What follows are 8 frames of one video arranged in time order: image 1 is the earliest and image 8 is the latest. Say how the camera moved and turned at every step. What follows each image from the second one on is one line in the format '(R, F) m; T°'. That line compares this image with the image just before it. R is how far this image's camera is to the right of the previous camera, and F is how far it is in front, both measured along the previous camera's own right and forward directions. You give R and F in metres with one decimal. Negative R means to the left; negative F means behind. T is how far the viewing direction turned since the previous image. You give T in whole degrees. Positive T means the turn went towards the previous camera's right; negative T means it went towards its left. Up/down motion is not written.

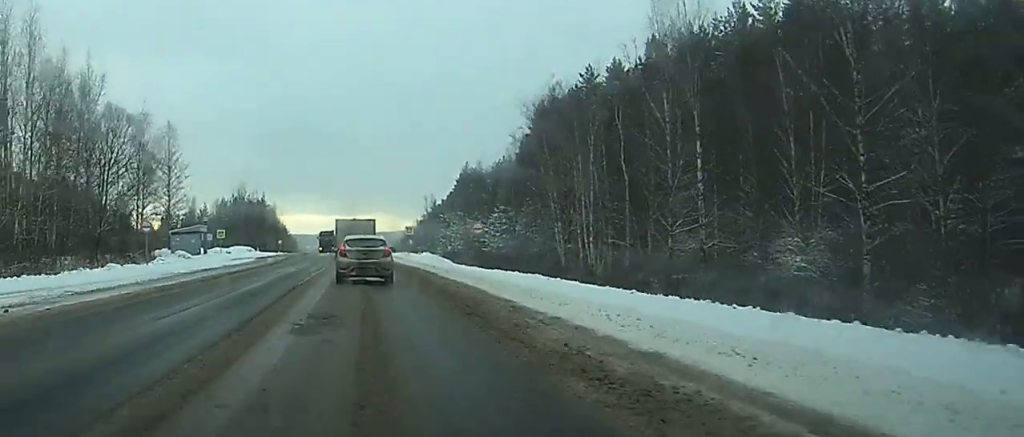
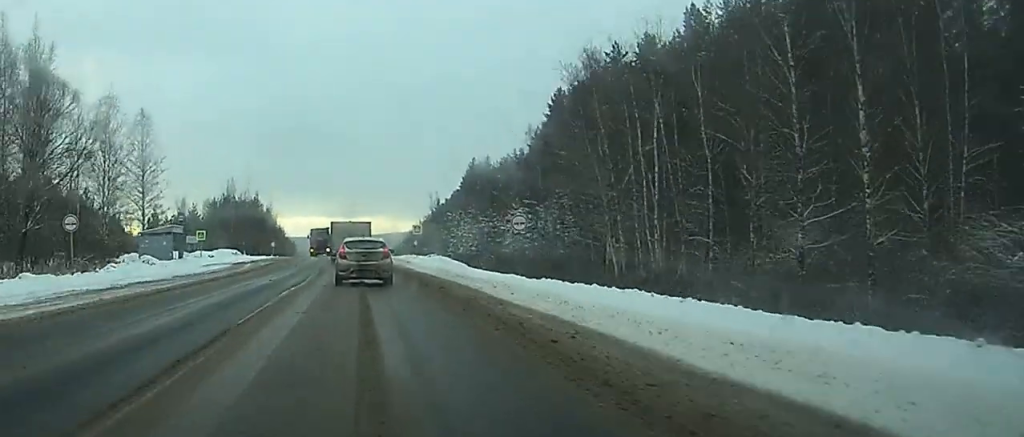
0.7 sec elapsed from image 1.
(-0.1, +13.5) m; 0°
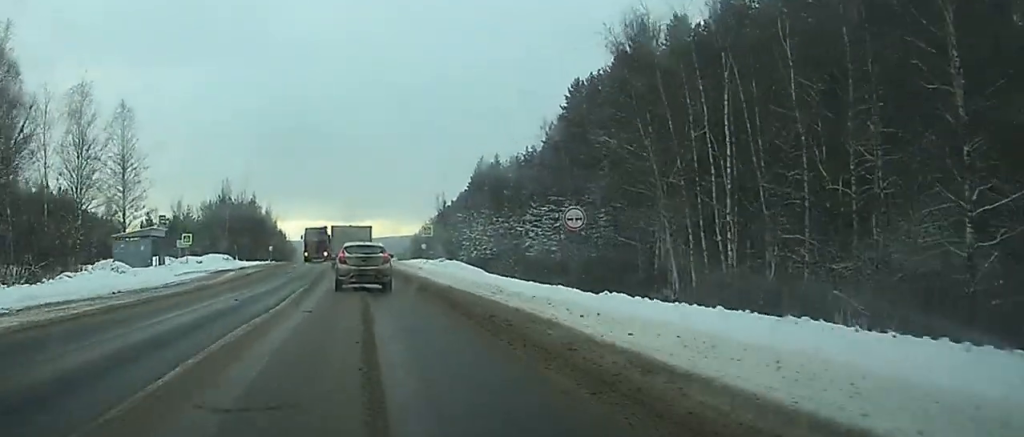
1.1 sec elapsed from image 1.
(0.0, +9.2) m; 0°
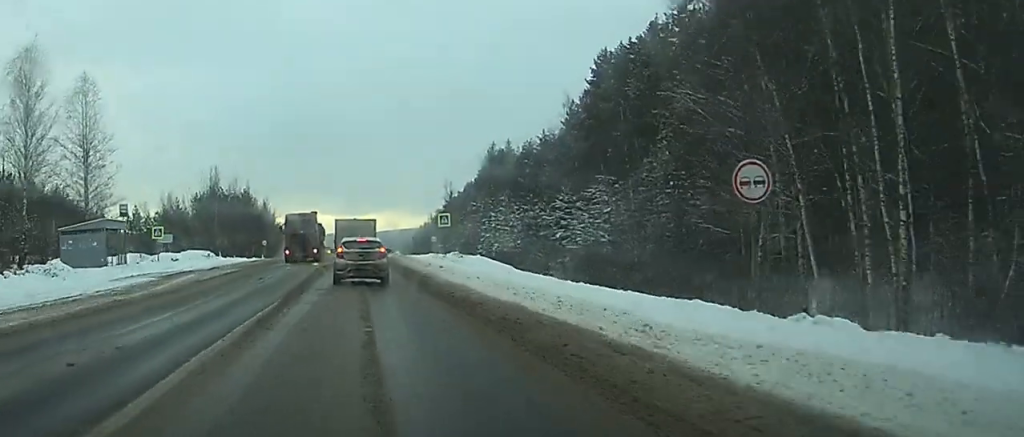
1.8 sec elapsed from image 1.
(0.0, +13.0) m; 0°
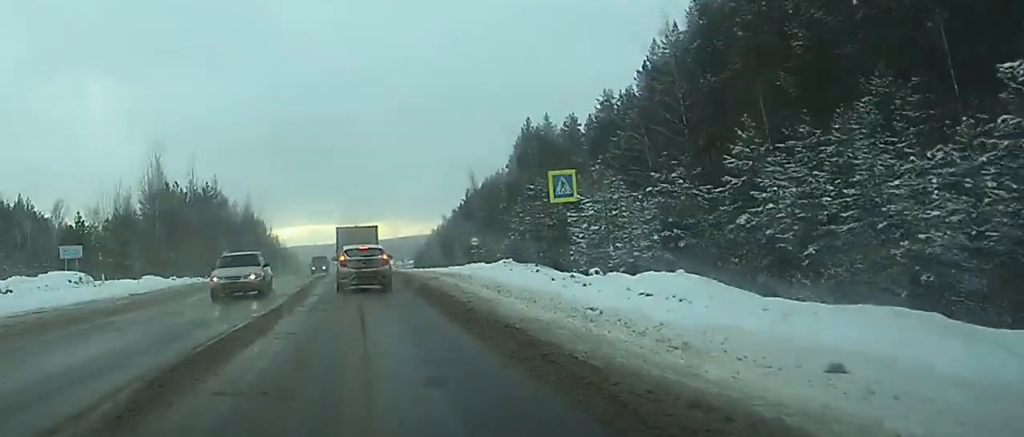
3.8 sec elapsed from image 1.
(0.0, +37.1) m; 0°
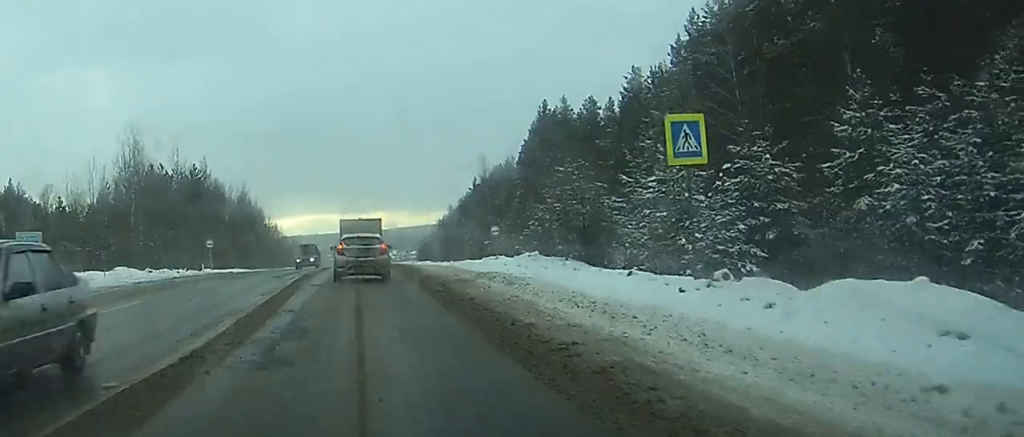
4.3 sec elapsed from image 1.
(0.0, +9.9) m; 0°
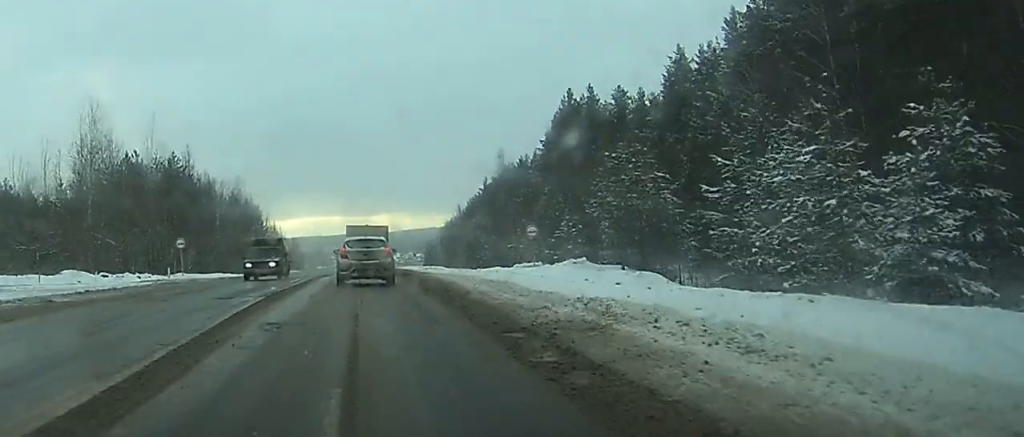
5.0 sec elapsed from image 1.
(0.0, +12.9) m; 0°
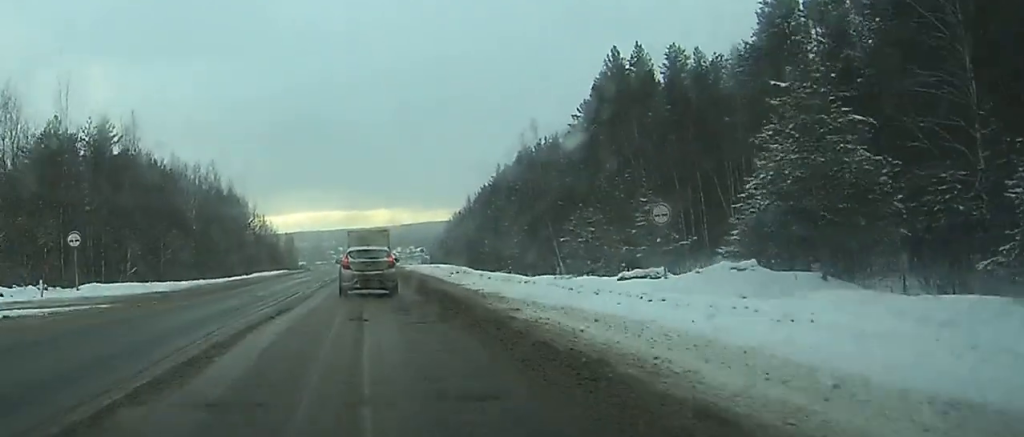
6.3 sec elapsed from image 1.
(-0.1, +23.1) m; 0°
